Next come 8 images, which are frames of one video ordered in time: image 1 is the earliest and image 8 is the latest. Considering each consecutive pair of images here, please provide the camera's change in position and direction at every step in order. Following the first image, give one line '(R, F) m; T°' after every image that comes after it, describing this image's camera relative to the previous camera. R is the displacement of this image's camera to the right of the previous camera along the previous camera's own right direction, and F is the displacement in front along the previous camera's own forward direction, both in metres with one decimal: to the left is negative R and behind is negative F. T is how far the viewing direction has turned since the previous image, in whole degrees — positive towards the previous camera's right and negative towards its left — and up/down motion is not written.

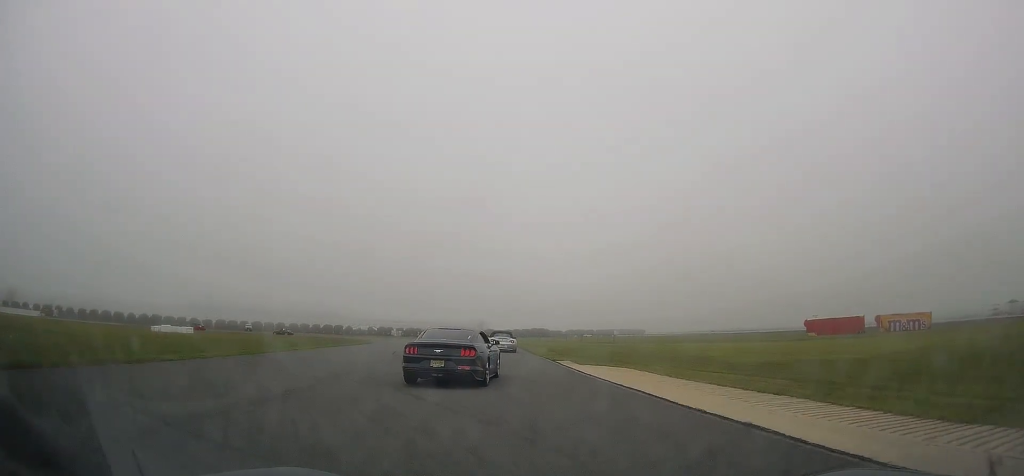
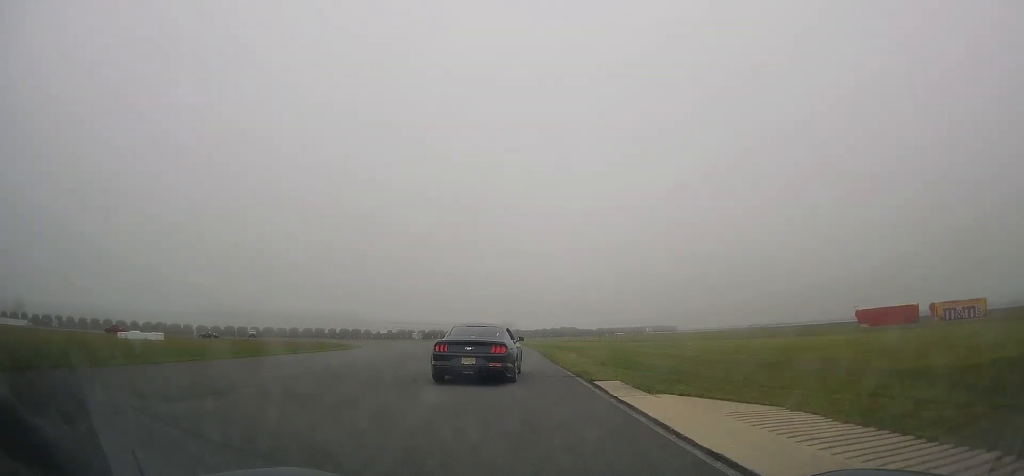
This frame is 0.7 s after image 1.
(+0.1, +12.8) m; -2°
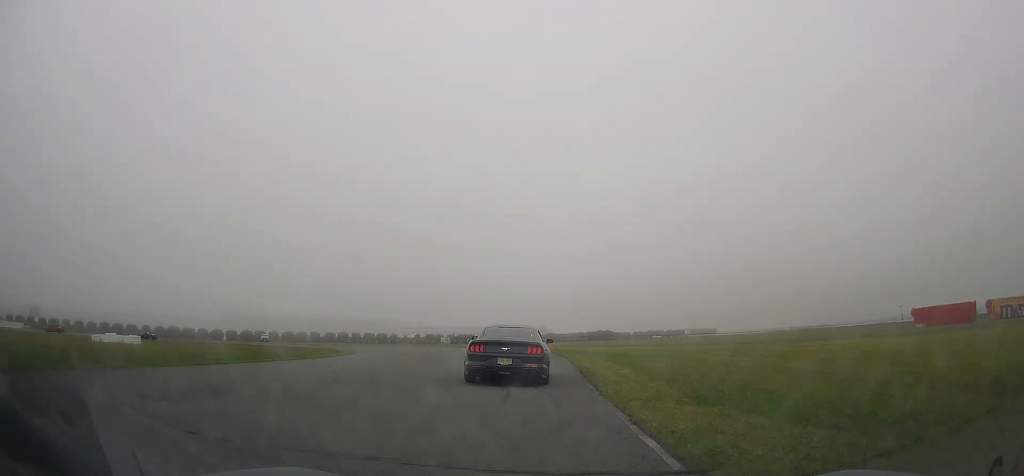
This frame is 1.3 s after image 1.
(-0.1, +10.3) m; -2°
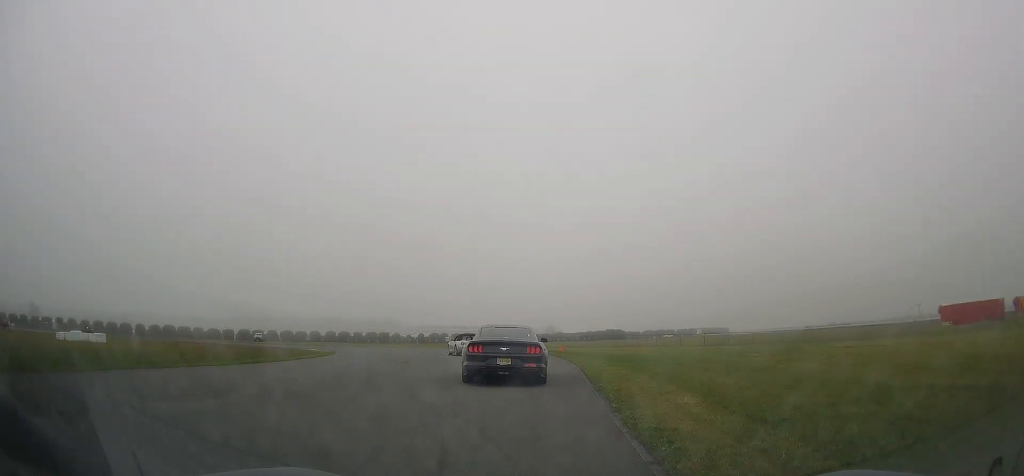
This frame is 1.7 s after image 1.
(-0.2, +7.2) m; -2°
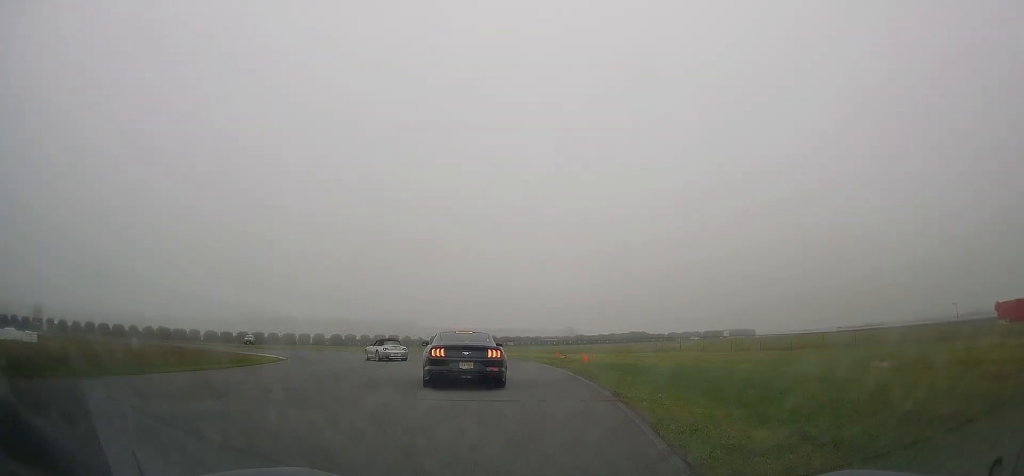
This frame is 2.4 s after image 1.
(-0.3, +12.9) m; -4°
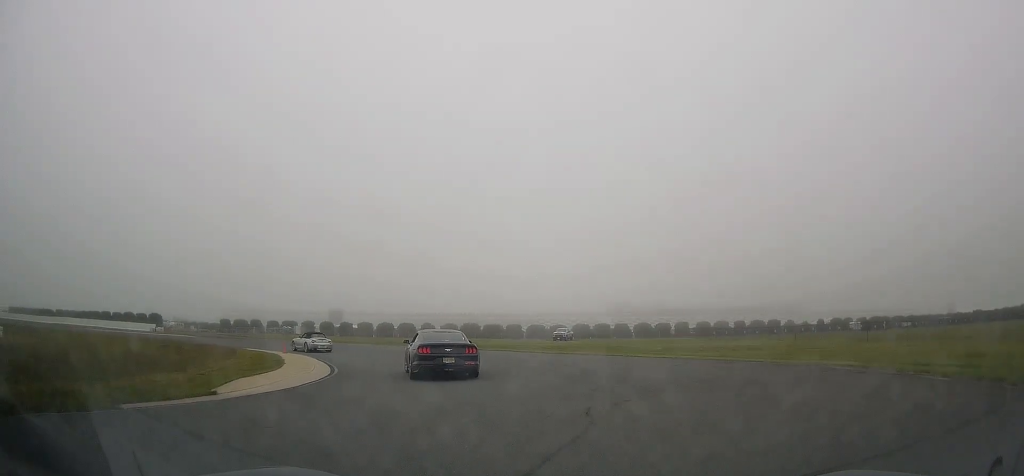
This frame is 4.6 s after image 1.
(-7.5, +34.2) m; -35°
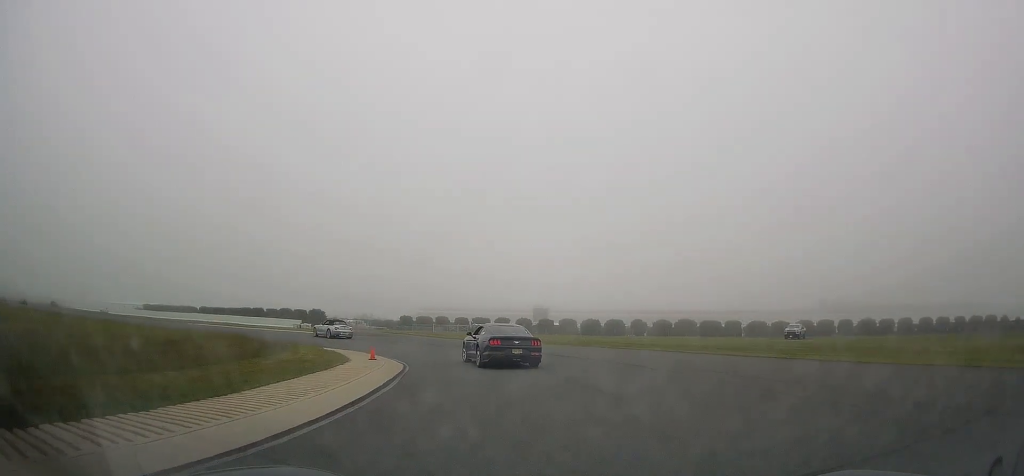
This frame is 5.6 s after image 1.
(-2.8, +14.2) m; -19°
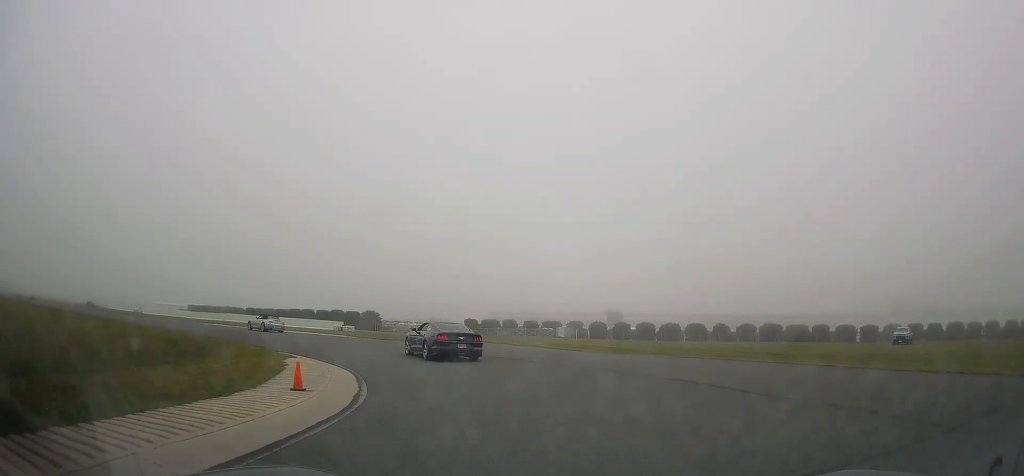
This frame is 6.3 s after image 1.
(-1.1, +10.4) m; -9°
